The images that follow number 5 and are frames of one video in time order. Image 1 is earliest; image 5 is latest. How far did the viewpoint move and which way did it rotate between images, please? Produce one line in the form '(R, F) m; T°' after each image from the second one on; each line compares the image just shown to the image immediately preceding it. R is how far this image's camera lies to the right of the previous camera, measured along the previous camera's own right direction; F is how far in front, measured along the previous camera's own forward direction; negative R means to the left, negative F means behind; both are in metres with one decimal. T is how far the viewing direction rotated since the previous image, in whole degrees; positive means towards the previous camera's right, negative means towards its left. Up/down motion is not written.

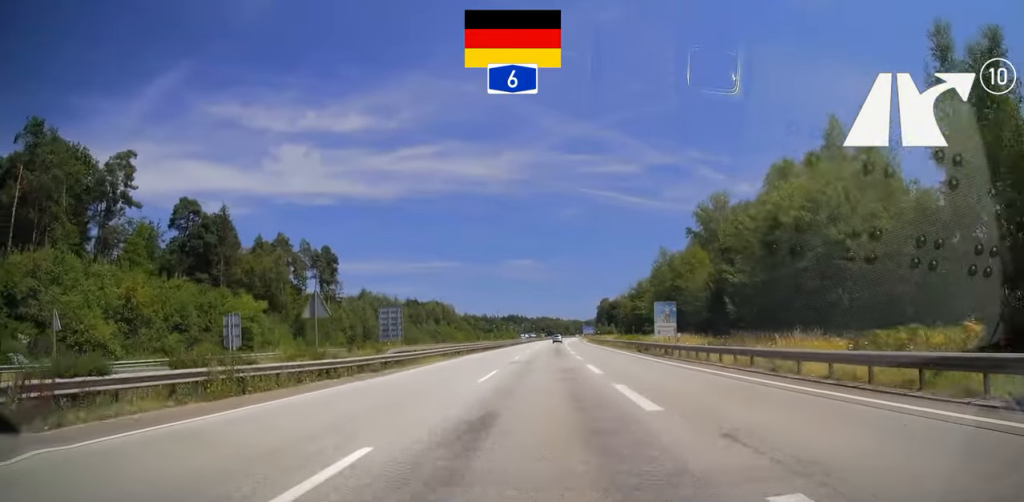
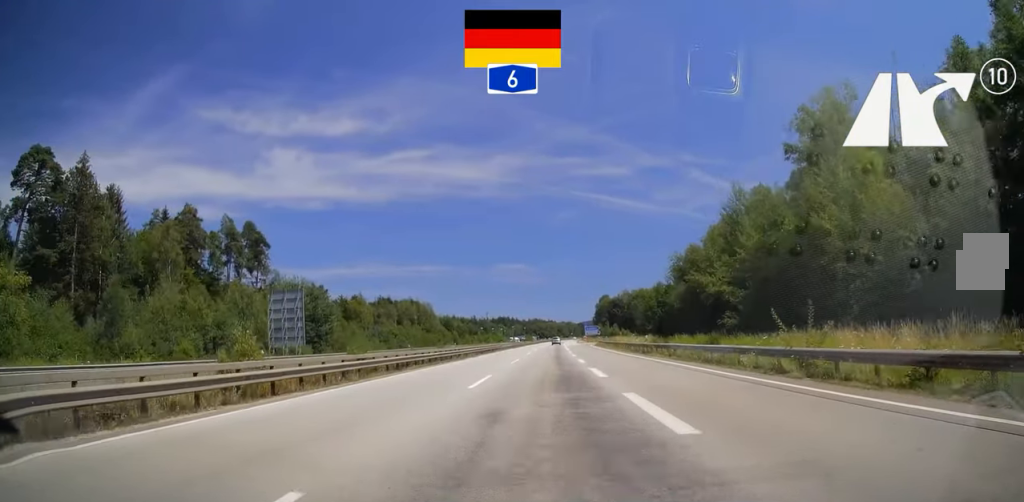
(0.0, +38.3) m; +1°
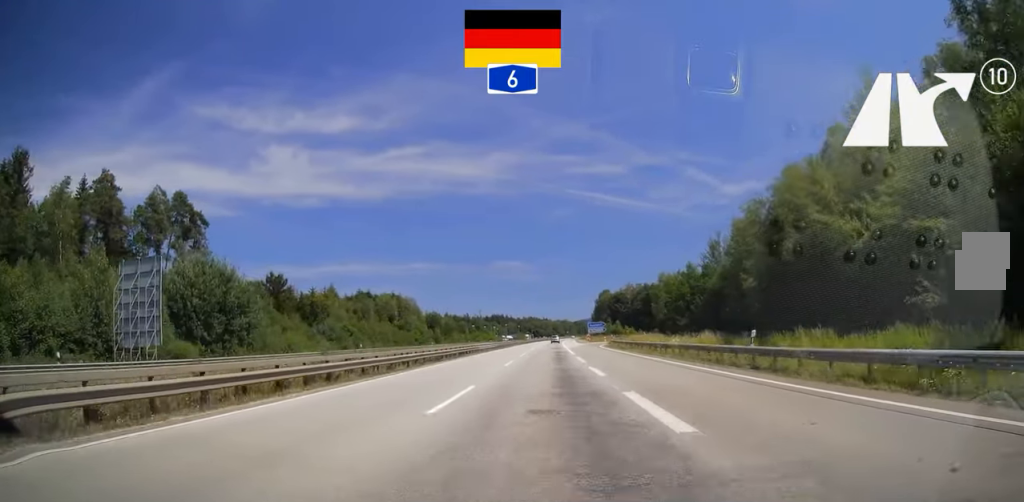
(+0.1, +23.8) m; +1°
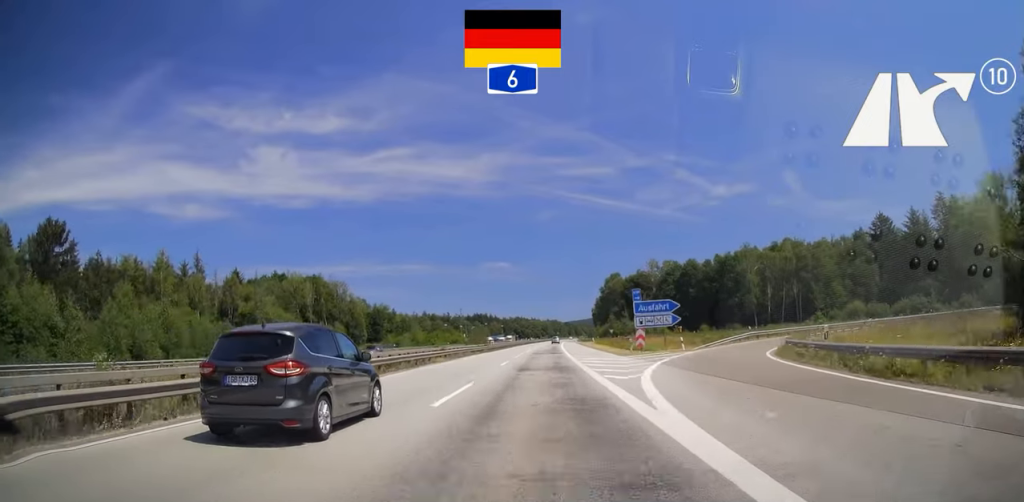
(+1.0, +70.8) m; +2°
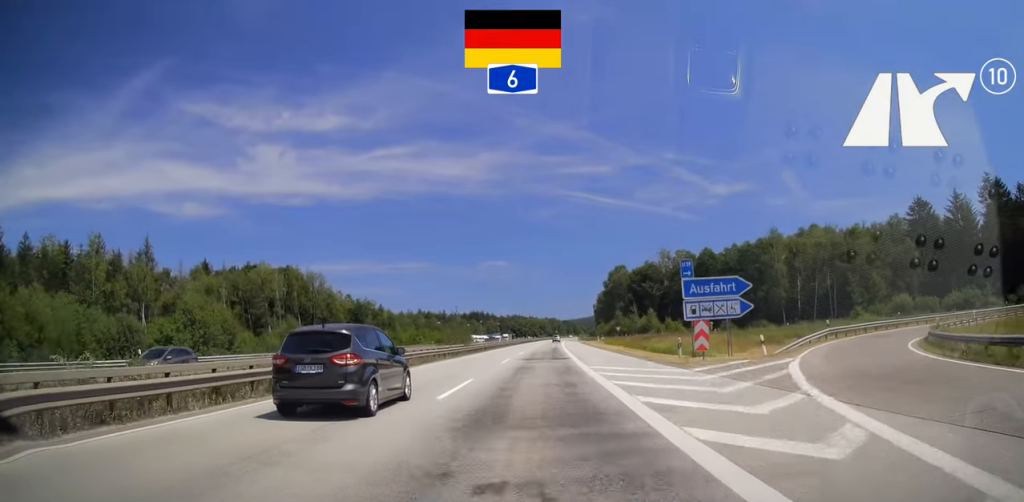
(0.0, +16.5) m; 0°
